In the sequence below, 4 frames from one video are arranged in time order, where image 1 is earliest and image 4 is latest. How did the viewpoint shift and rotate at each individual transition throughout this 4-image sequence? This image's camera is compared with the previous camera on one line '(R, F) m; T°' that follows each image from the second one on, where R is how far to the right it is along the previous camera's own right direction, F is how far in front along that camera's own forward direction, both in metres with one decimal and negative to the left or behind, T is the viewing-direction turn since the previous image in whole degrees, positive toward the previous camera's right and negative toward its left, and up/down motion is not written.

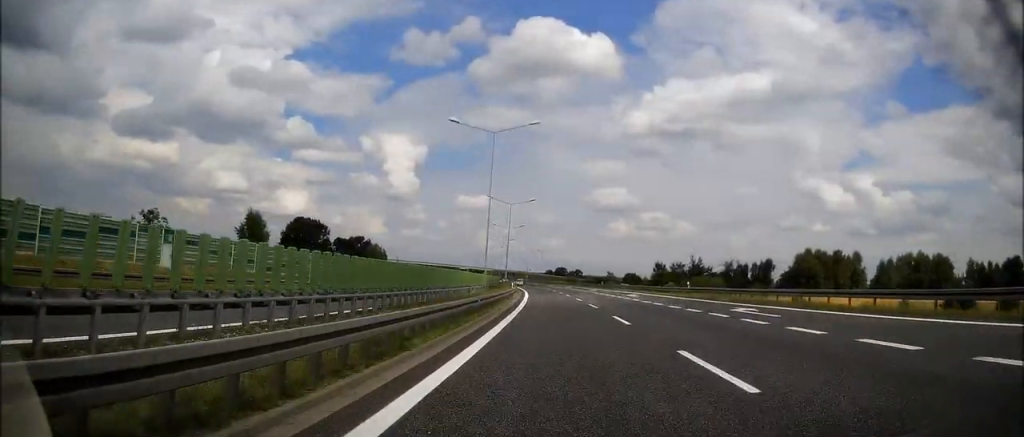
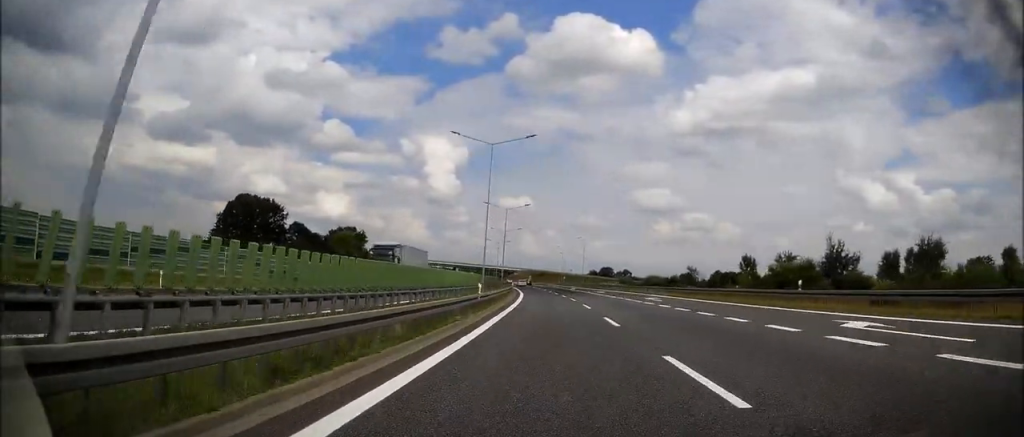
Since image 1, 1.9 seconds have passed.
(-2.3, +71.0) m; -4°
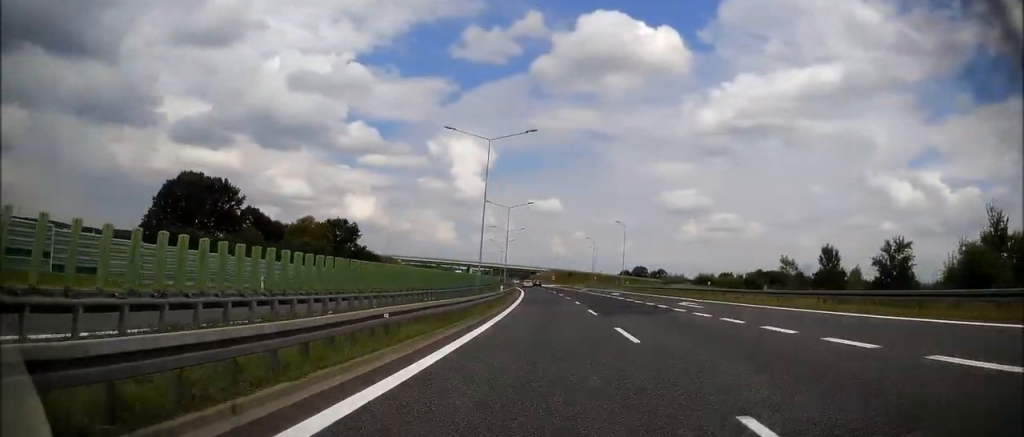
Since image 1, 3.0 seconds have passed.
(-0.8, +39.7) m; -2°
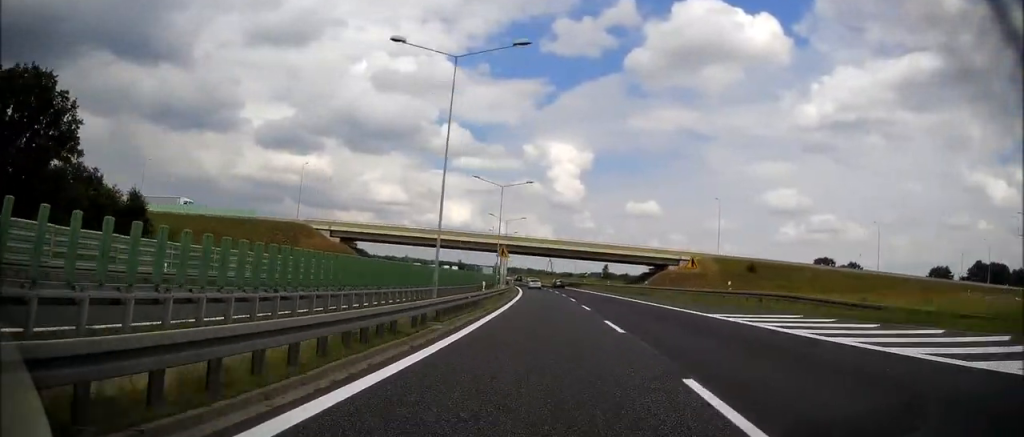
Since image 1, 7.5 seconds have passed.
(-13.8, +164.4) m; -9°
